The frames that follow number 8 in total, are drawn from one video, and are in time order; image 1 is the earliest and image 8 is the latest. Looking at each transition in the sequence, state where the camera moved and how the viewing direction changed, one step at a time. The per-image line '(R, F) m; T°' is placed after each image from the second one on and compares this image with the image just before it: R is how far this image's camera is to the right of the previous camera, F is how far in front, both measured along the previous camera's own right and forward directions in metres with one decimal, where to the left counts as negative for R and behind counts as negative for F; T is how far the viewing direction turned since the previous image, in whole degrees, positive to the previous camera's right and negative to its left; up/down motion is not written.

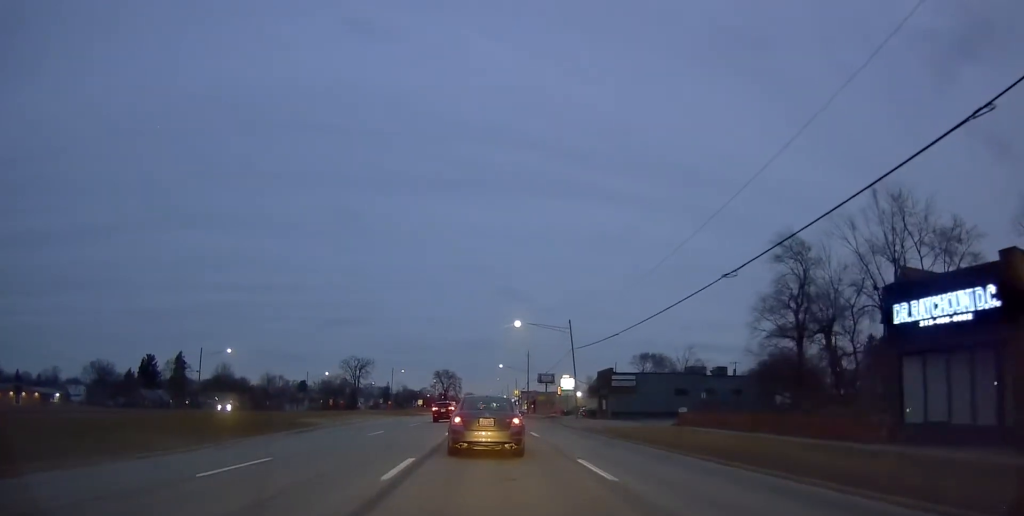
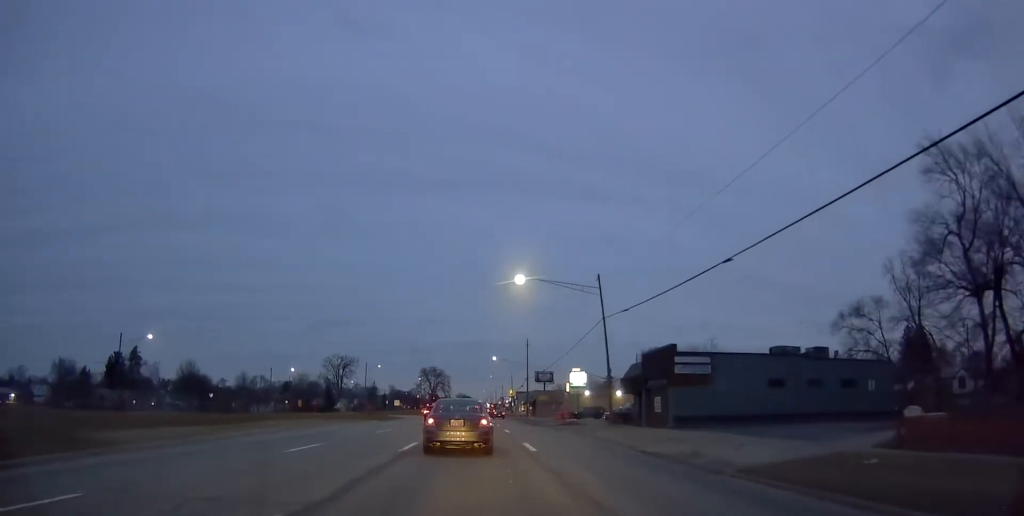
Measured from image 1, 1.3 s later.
(0.0, +23.5) m; 0°
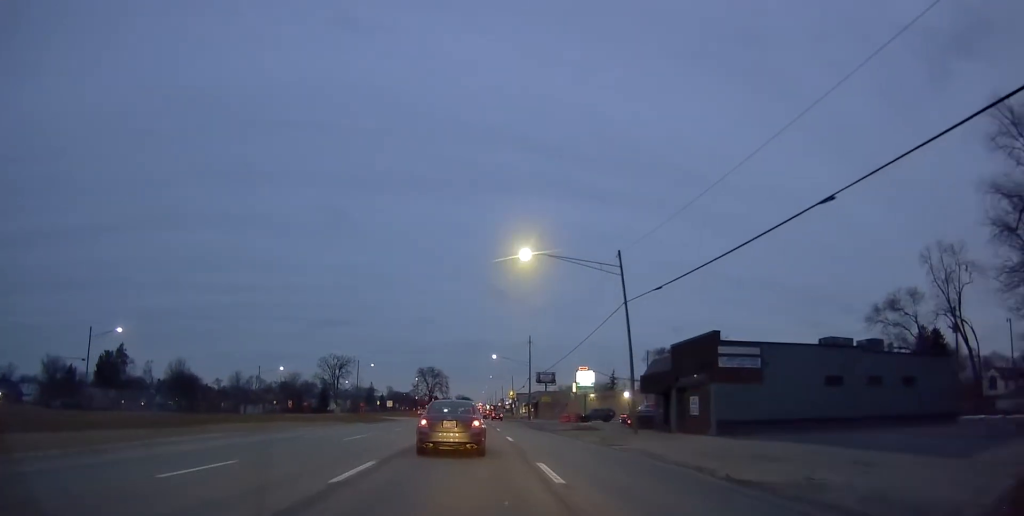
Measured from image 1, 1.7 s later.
(0.0, +7.3) m; 0°
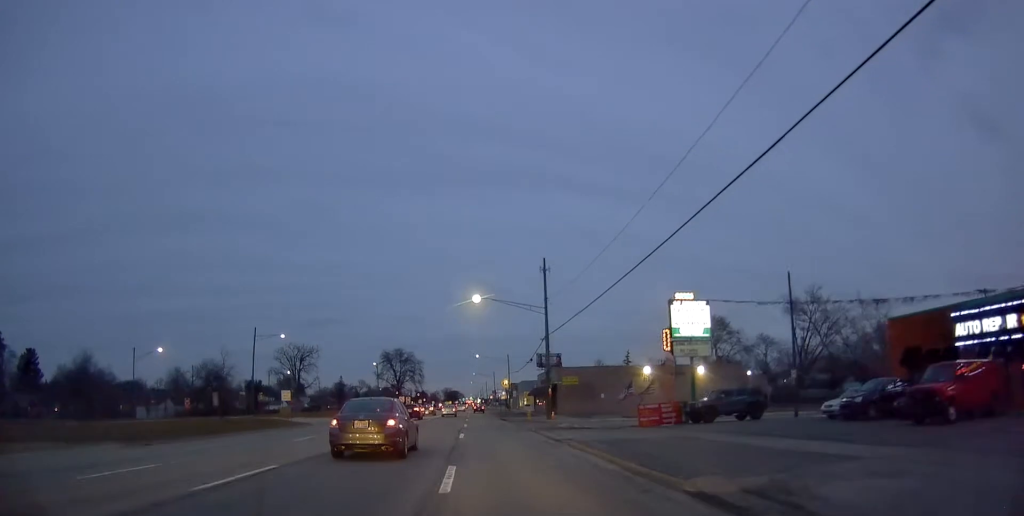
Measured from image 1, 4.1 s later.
(-0.5, +46.4) m; -2°
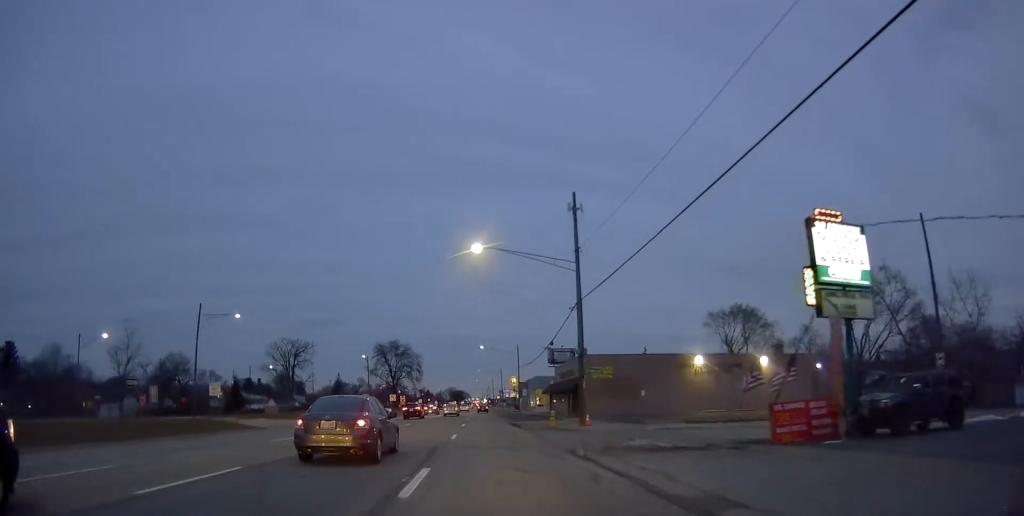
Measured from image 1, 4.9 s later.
(-0.5, +15.4) m; 0°
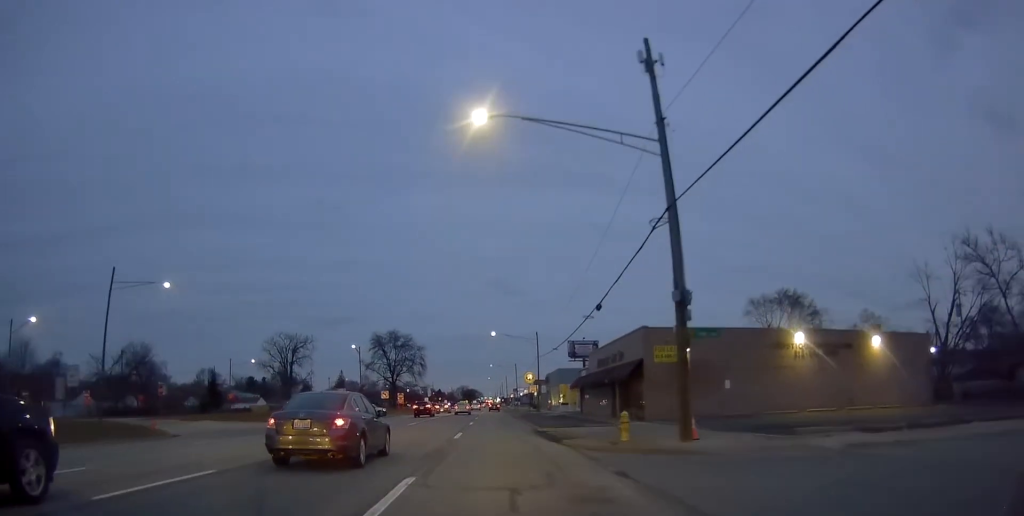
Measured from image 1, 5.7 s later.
(+0.6, +16.5) m; +2°
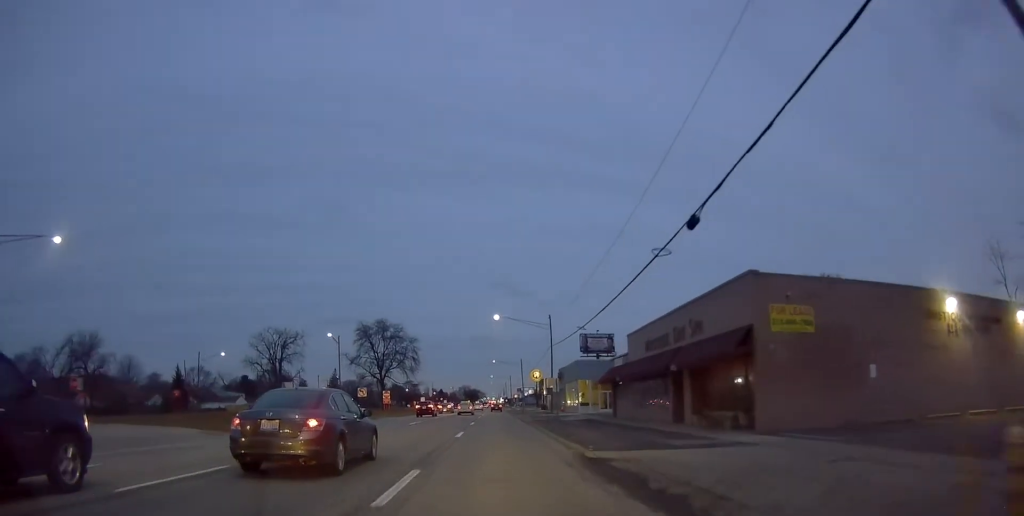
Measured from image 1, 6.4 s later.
(+0.1, +14.8) m; 0°
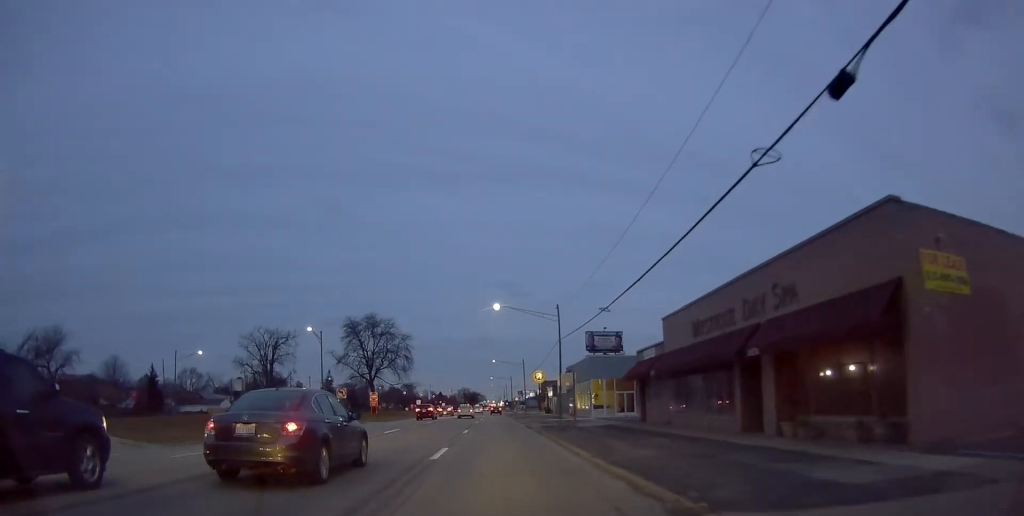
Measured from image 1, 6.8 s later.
(+0.1, +8.5) m; 0°
